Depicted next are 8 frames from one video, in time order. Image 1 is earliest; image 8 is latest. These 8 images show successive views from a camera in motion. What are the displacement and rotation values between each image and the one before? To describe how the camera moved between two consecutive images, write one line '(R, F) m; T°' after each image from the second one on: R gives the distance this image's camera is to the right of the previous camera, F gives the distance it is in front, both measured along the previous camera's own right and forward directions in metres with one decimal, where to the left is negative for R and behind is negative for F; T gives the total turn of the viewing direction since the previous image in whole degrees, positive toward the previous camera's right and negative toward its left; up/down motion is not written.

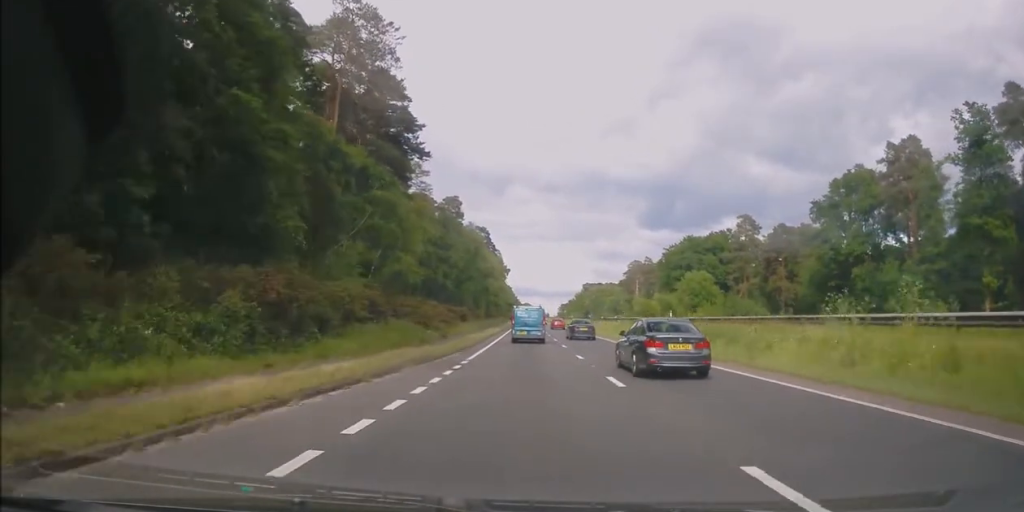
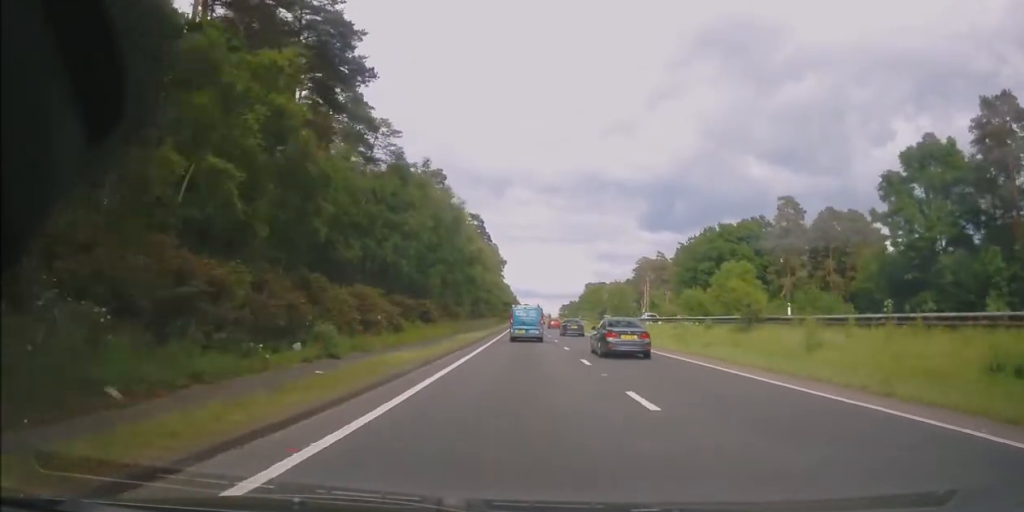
(-0.4, +21.3) m; -1°
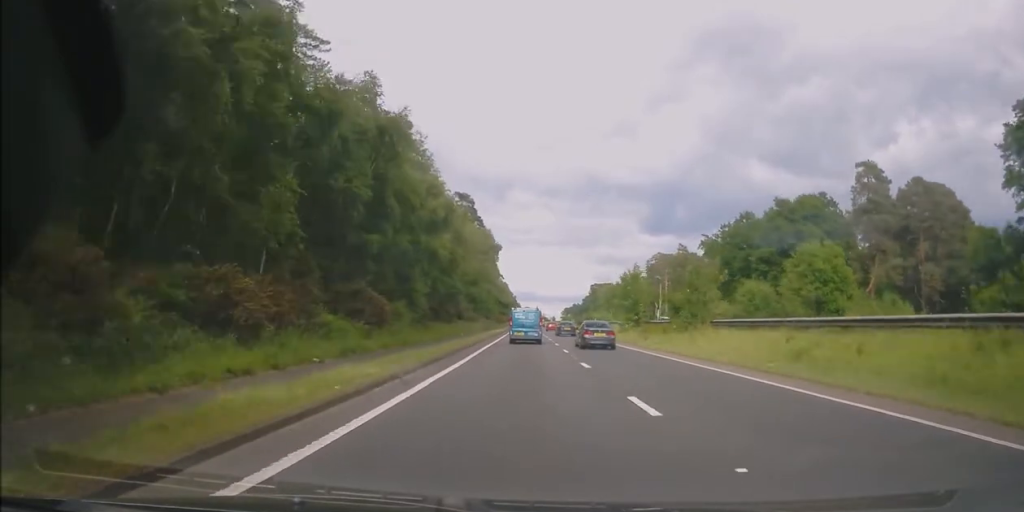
(+0.2, +27.6) m; +1°
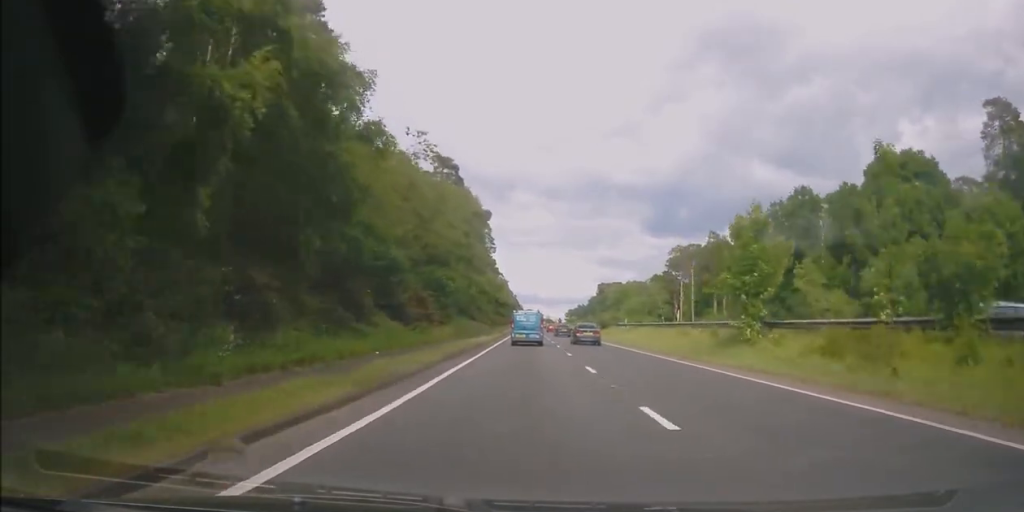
(0.0, +28.3) m; -1°
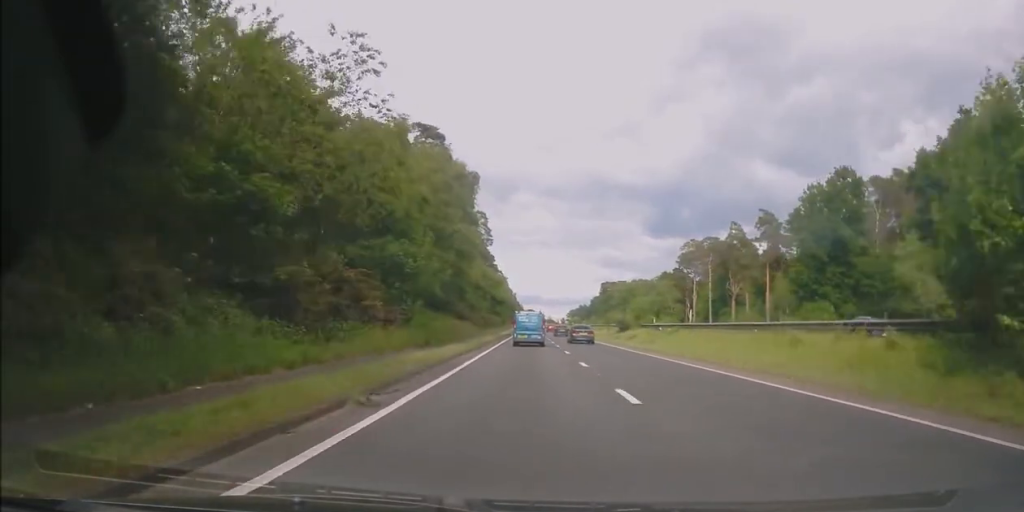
(-0.2, +15.2) m; -1°
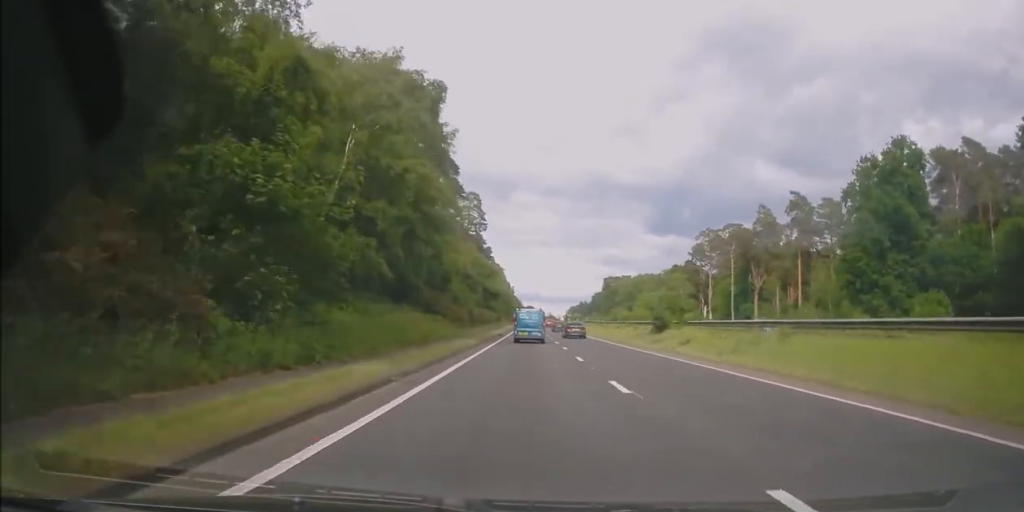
(+0.1, +16.8) m; 0°
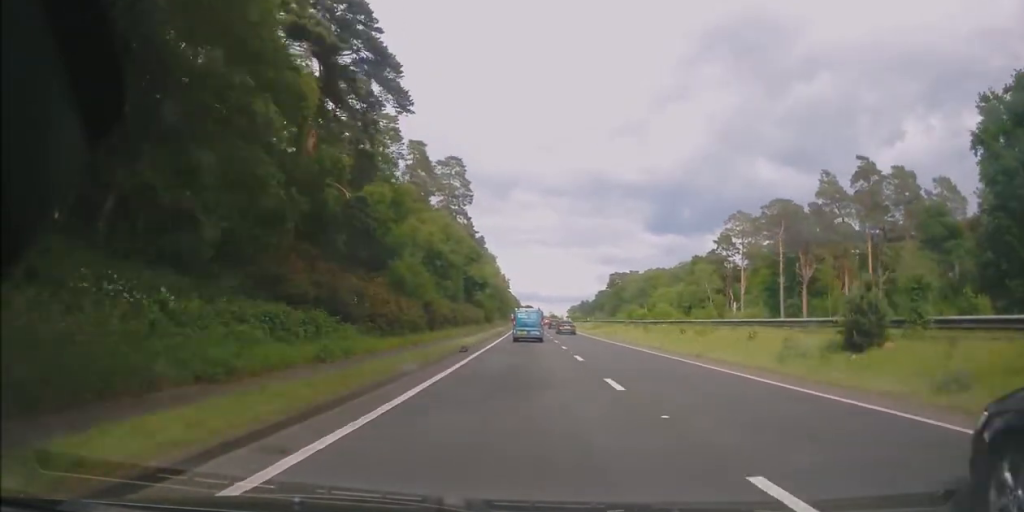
(-0.2, +26.7) m; 0°
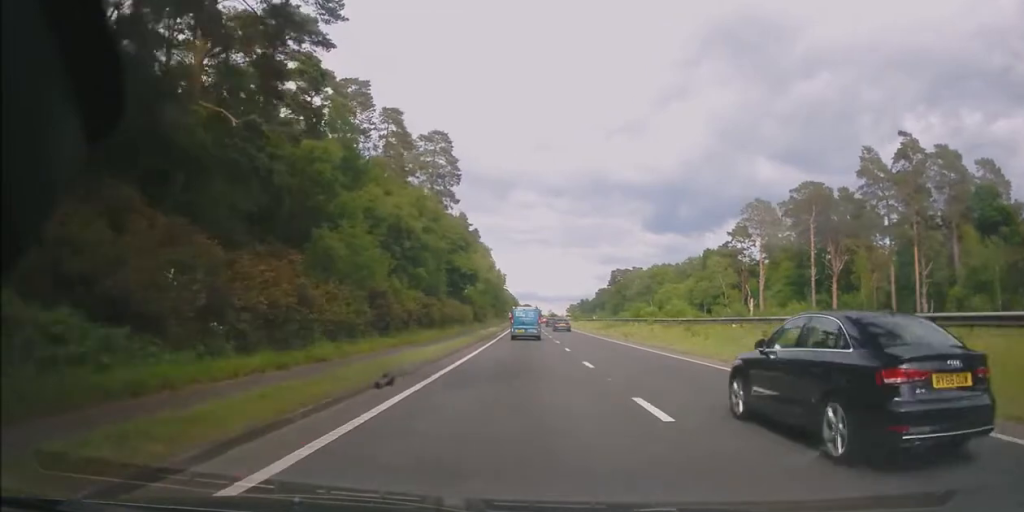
(+0.1, +13.0) m; 0°
